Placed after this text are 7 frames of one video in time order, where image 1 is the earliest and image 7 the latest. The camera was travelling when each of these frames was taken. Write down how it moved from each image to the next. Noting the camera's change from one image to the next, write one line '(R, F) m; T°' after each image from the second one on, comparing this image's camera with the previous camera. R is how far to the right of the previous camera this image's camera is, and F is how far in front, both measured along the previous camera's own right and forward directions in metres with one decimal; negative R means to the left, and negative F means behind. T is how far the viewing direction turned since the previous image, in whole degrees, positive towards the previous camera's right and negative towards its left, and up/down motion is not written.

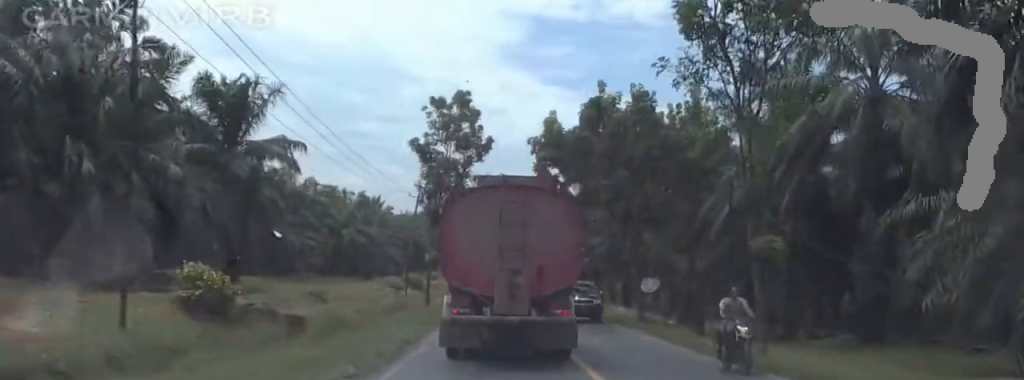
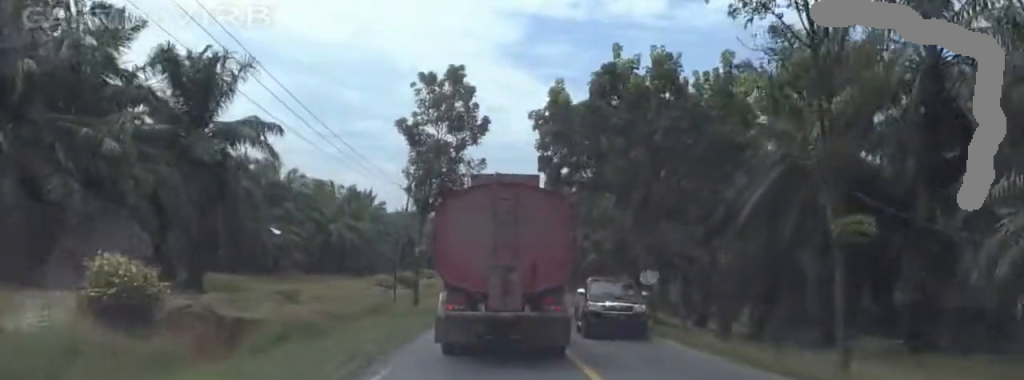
(-0.2, +5.4) m; +1°
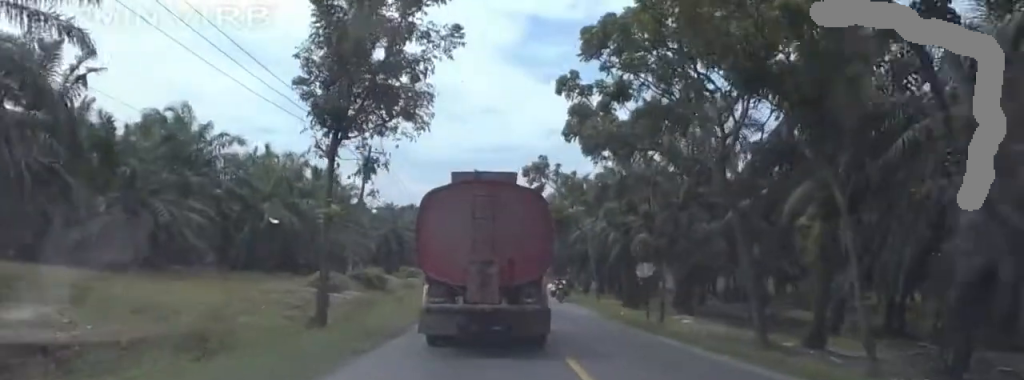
(+2.1, +22.6) m; -1°
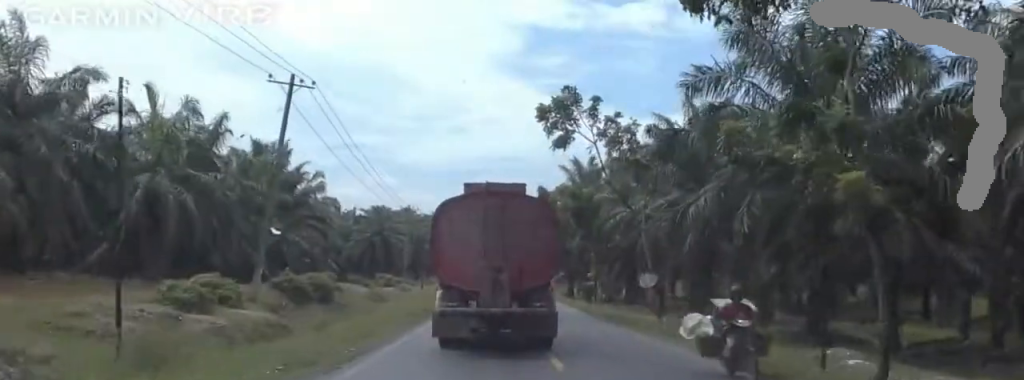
(-0.9, +21.7) m; +3°
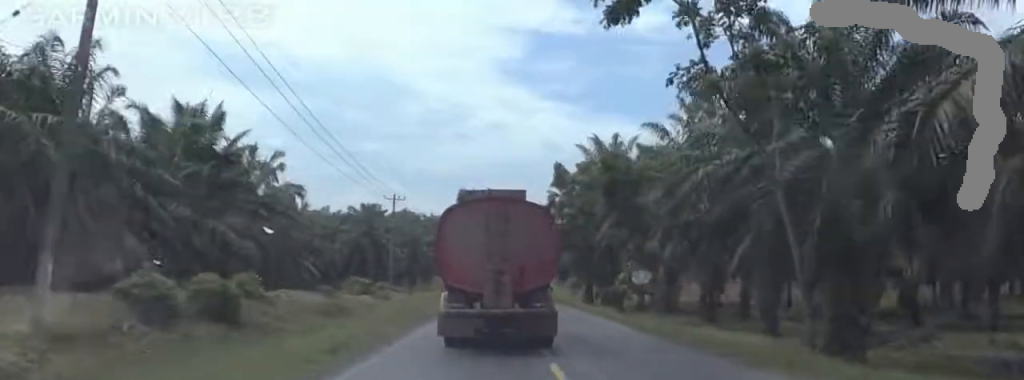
(+0.9, +17.6) m; -3°
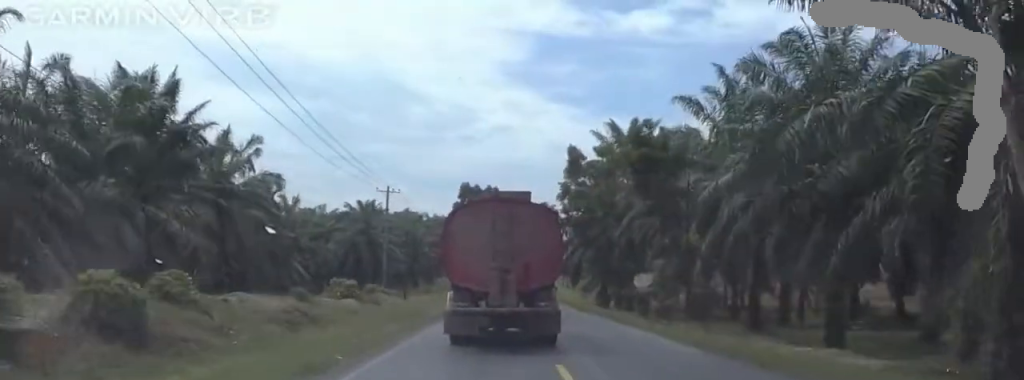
(-0.9, +8.4) m; 0°
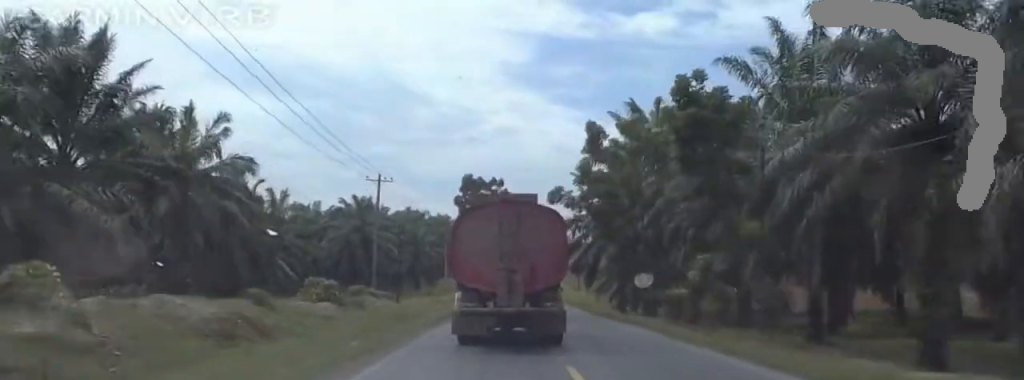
(-0.2, +8.4) m; +1°
